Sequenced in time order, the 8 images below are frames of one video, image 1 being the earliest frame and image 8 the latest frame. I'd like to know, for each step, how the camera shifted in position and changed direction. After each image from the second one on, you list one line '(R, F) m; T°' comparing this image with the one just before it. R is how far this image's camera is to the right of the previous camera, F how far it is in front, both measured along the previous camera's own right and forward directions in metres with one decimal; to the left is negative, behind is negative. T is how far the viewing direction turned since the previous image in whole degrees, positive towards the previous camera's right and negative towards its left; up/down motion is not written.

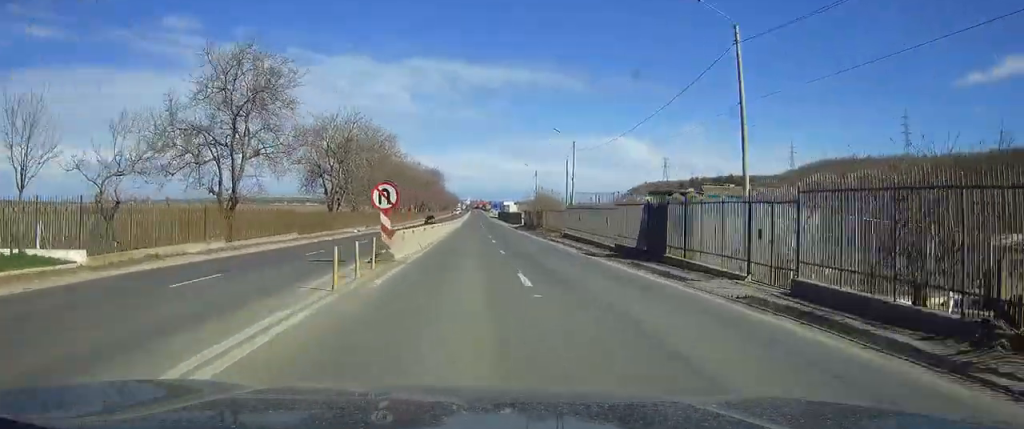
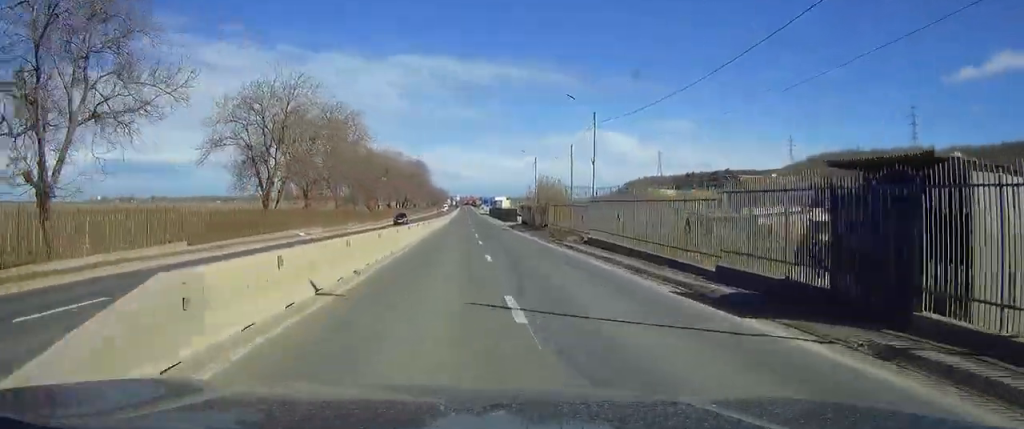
(+0.1, +16.8) m; +1°
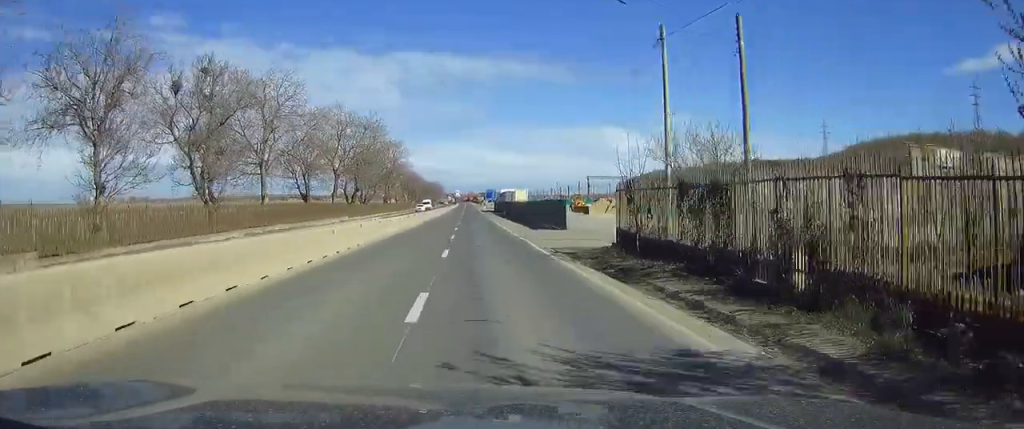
(+0.3, +61.1) m; 0°
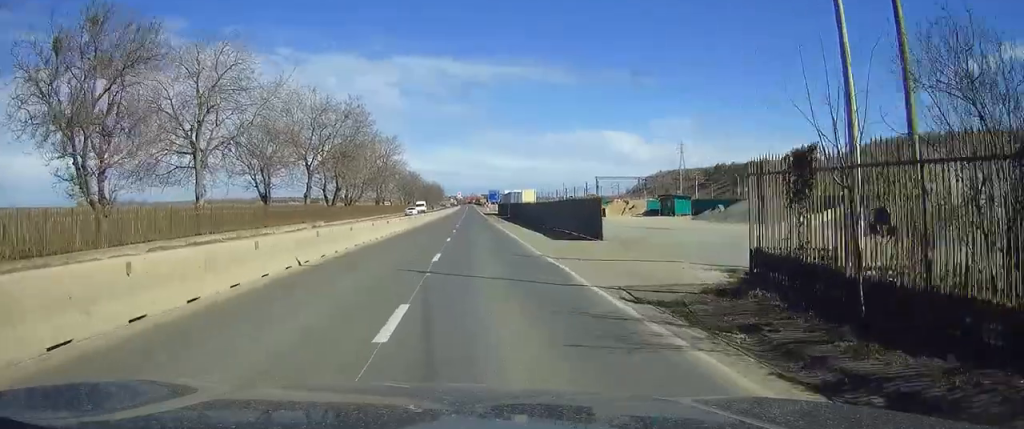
(0.0, +13.4) m; 0°
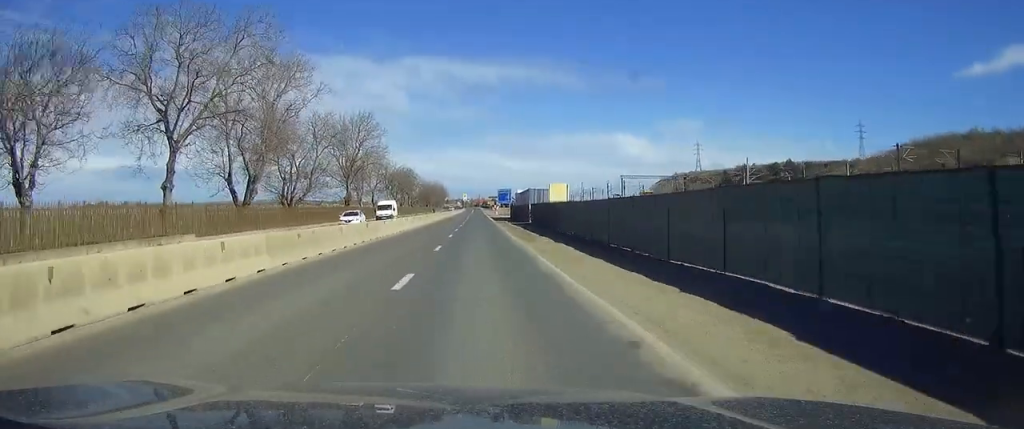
(-0.2, +31.7) m; 0°
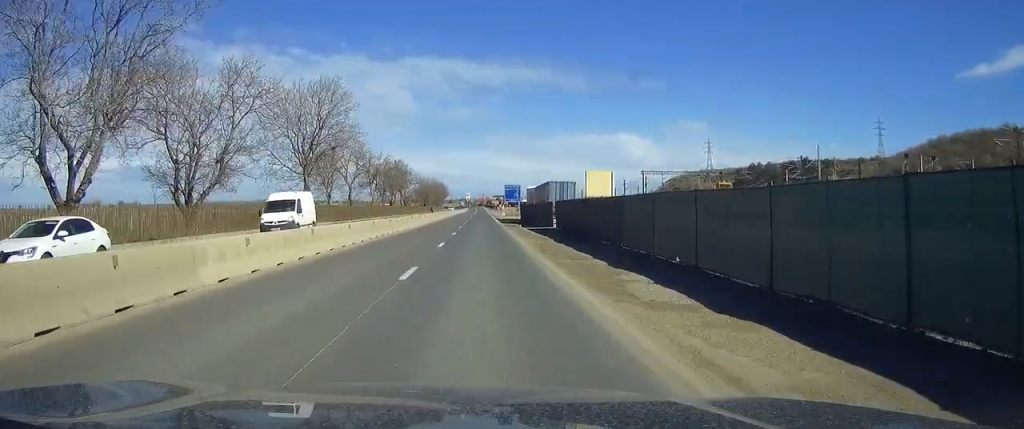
(0.0, +22.4) m; 0°
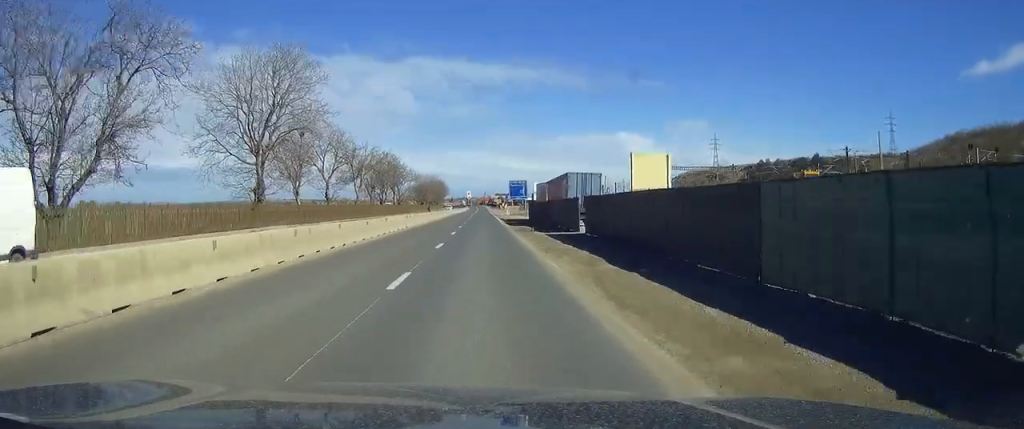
(-0.1, +14.1) m; 0°
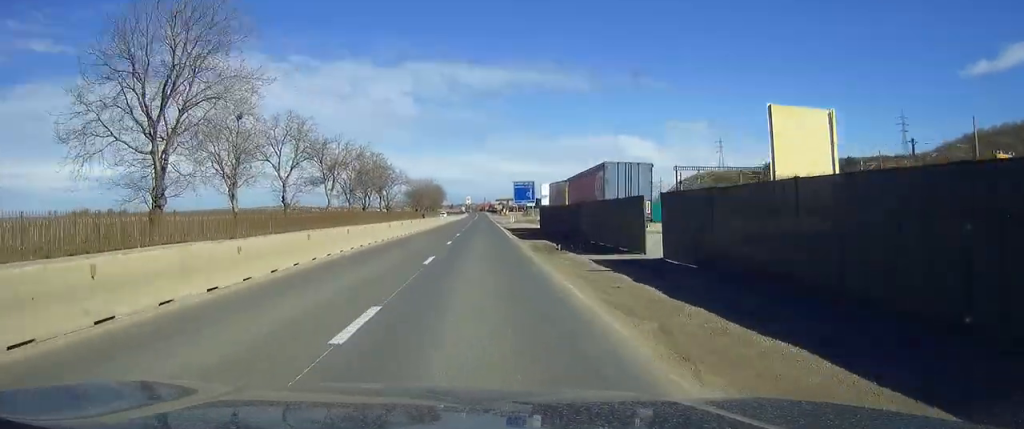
(0.0, +16.6) m; 0°
